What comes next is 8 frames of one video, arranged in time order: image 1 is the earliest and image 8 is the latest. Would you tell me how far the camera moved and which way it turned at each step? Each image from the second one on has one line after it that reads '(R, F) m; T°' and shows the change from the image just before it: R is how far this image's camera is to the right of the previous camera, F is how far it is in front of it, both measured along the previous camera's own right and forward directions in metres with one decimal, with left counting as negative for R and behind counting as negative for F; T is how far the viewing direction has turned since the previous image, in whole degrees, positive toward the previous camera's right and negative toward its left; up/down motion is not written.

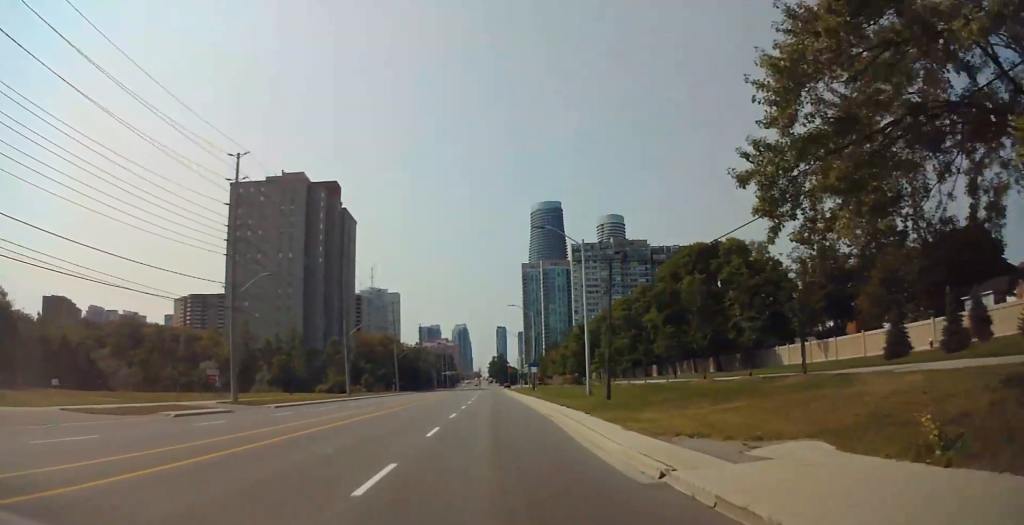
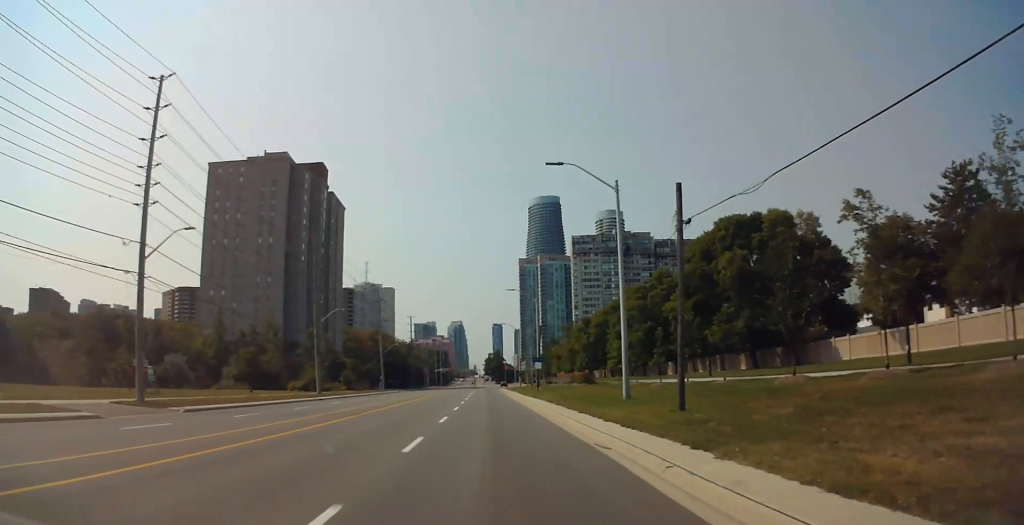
(0.0, +13.1) m; 0°
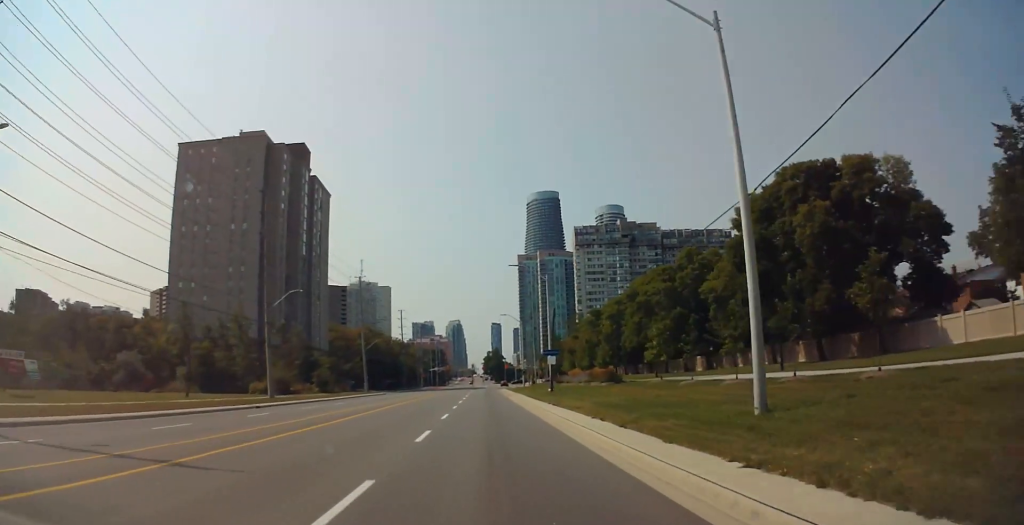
(0.0, +16.0) m; 0°
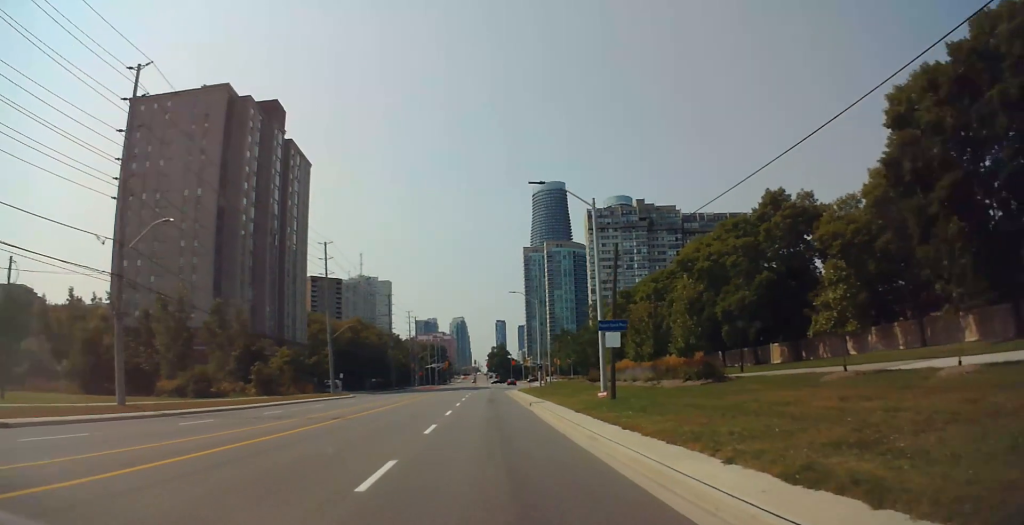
(0.0, +25.7) m; 0°
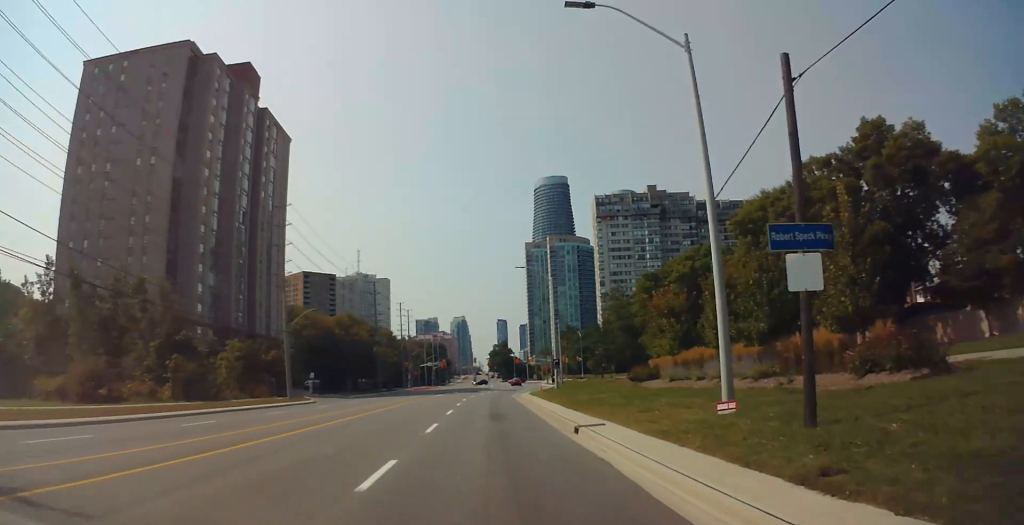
(+0.1, +18.4) m; +1°
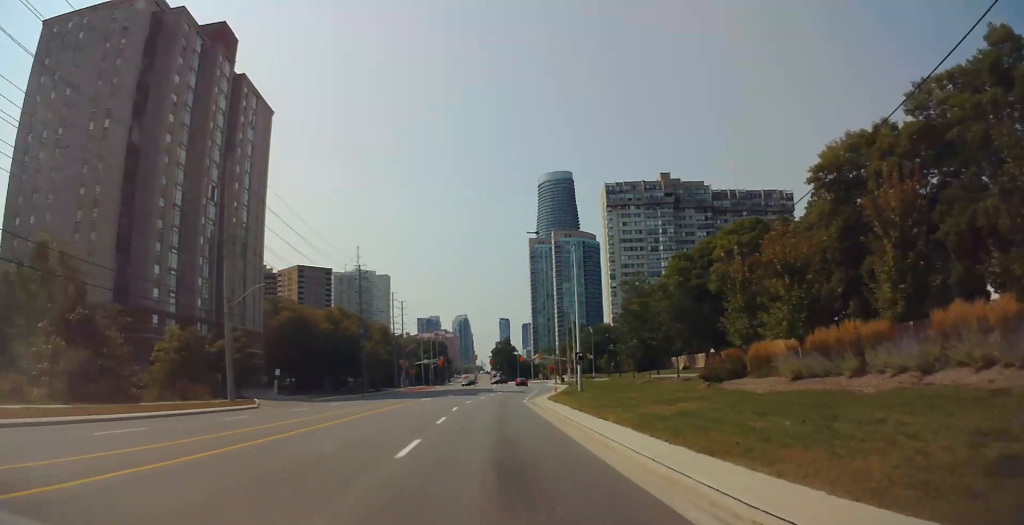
(+0.2, +15.4) m; -1°
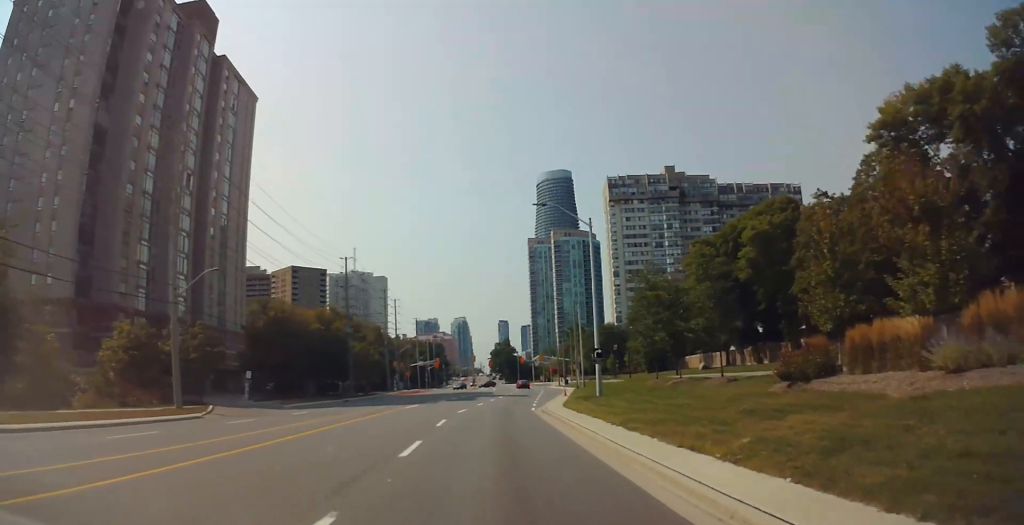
(-0.4, +8.7) m; 0°
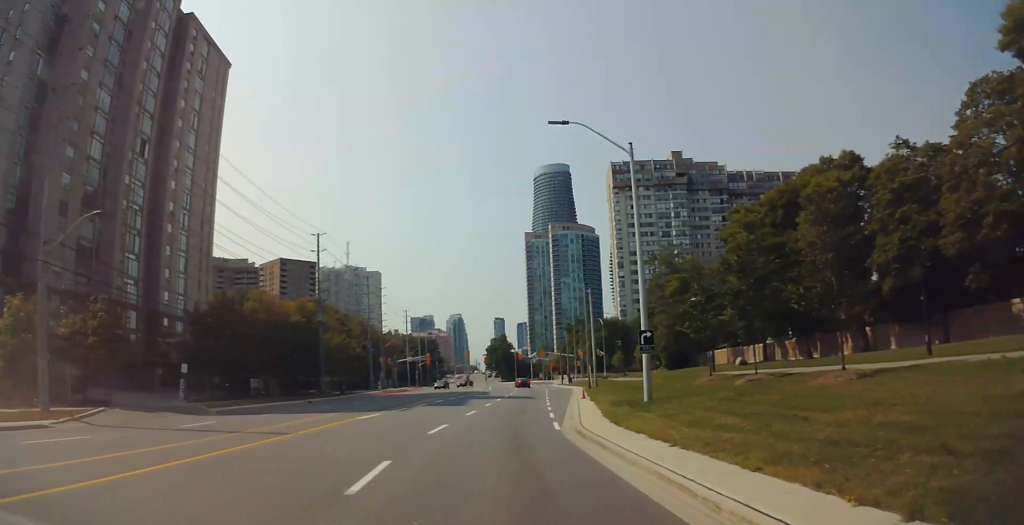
(0.0, +13.4) m; 0°
